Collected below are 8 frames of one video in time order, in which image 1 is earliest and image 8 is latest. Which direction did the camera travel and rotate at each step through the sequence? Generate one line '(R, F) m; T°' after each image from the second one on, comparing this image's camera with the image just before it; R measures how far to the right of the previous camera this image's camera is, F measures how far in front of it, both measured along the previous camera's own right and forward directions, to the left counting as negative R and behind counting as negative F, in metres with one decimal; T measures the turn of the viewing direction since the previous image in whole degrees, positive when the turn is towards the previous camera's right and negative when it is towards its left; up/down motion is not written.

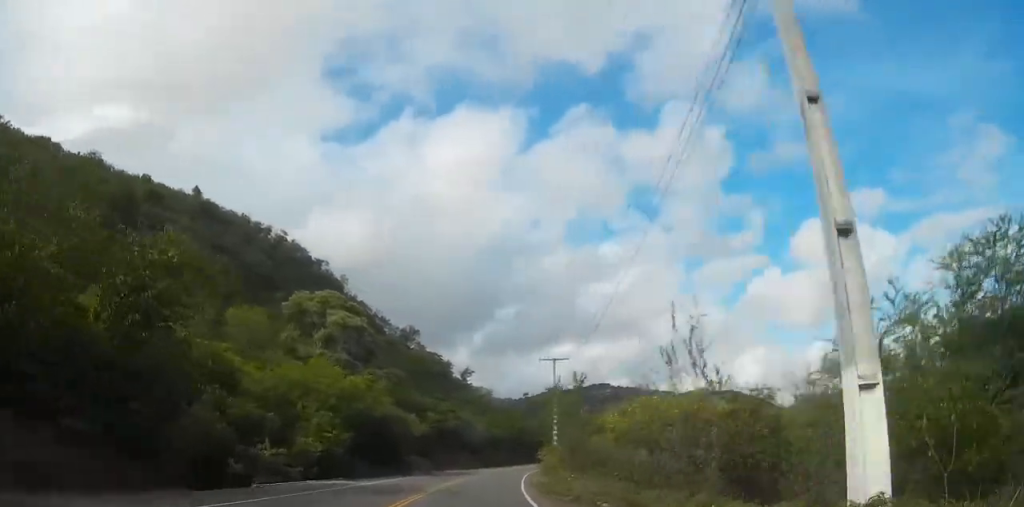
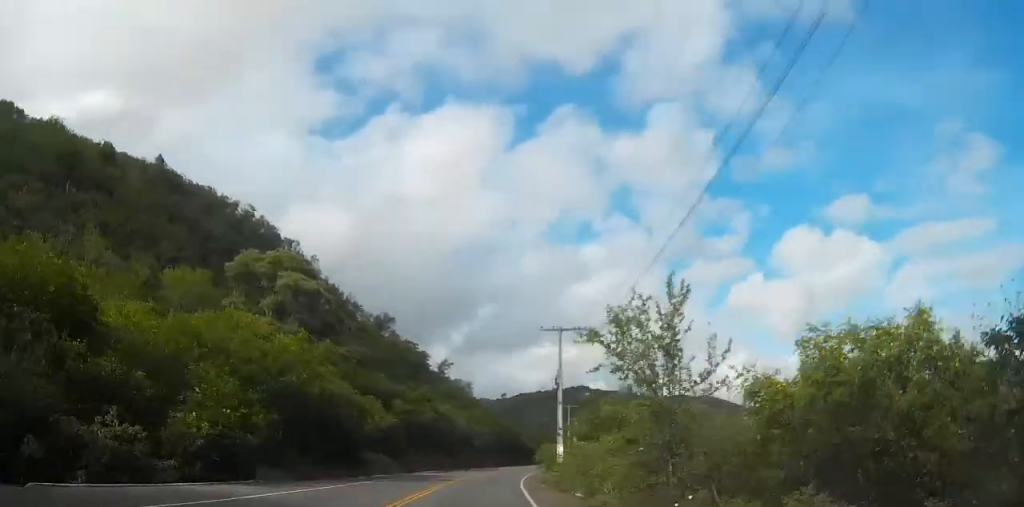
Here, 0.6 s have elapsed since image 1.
(0.0, +14.2) m; 0°
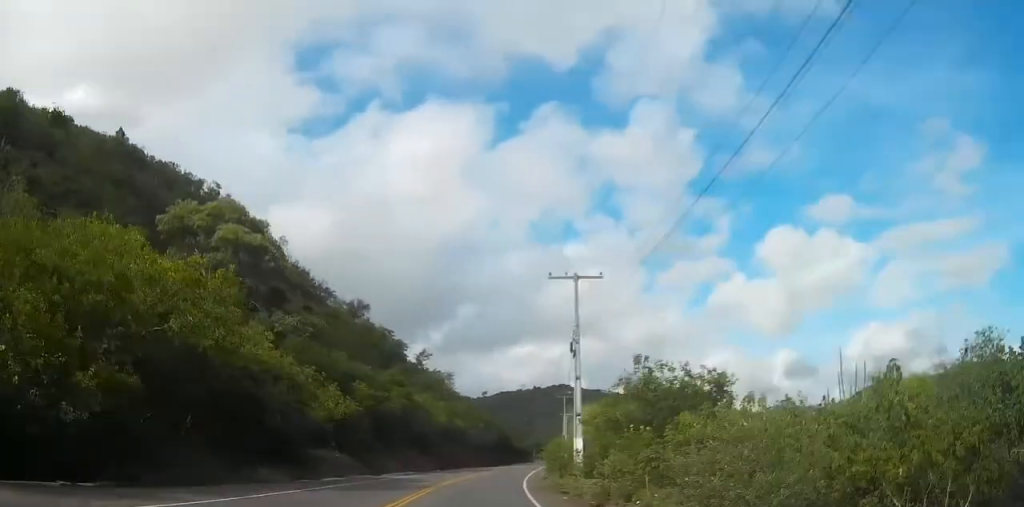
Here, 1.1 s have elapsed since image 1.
(0.0, +12.6) m; 0°
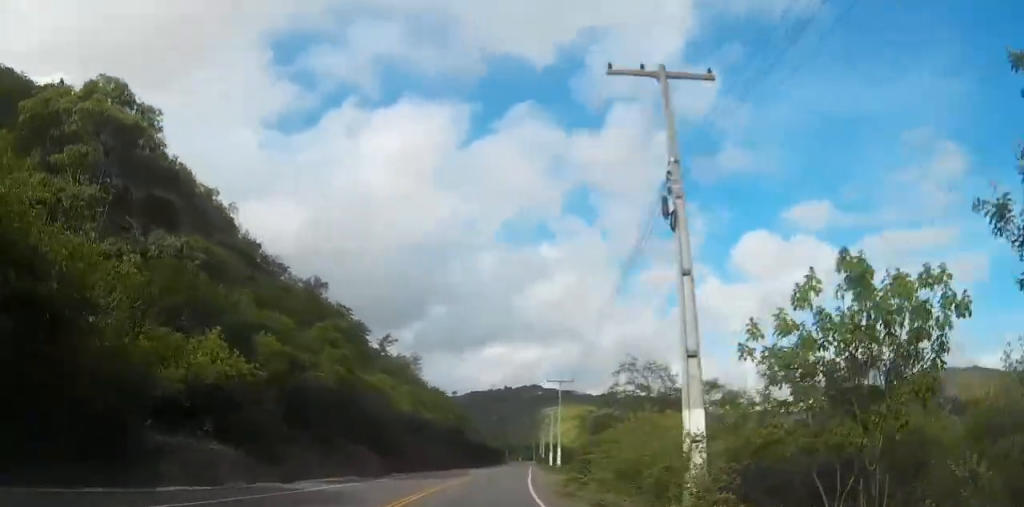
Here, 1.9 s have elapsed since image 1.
(0.0, +18.2) m; 0°
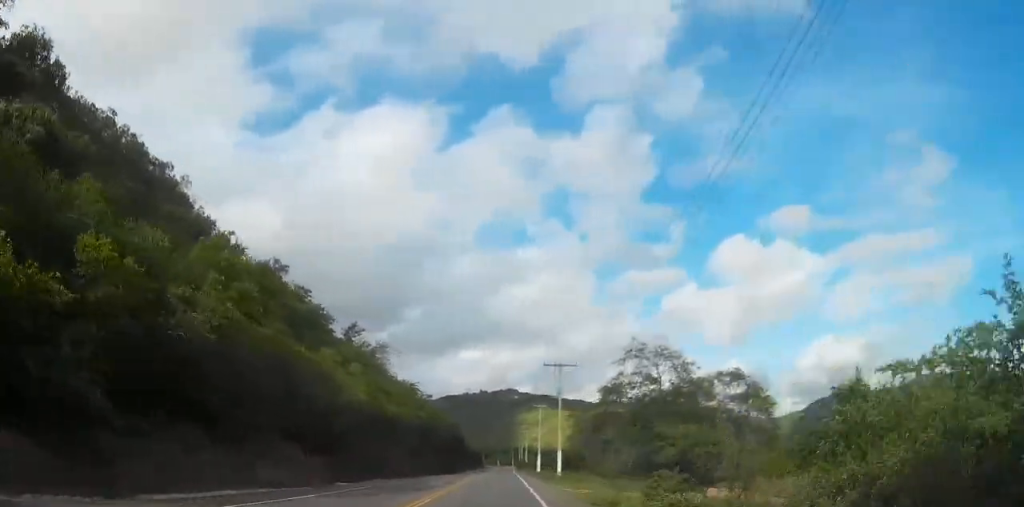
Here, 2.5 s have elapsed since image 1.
(0.0, +14.3) m; 0°
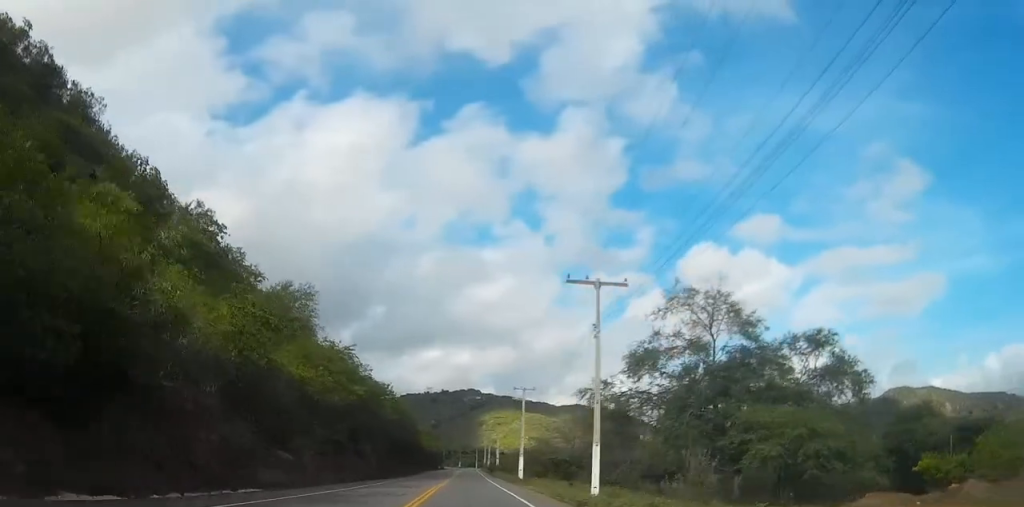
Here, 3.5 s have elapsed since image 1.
(0.0, +24.8) m; +2°
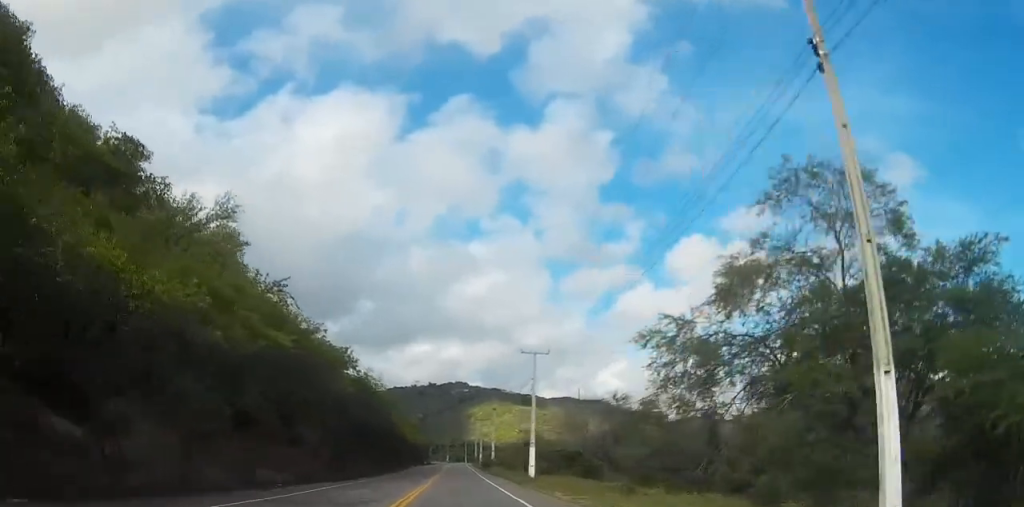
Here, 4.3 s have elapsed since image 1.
(+0.5, +19.3) m; +2°
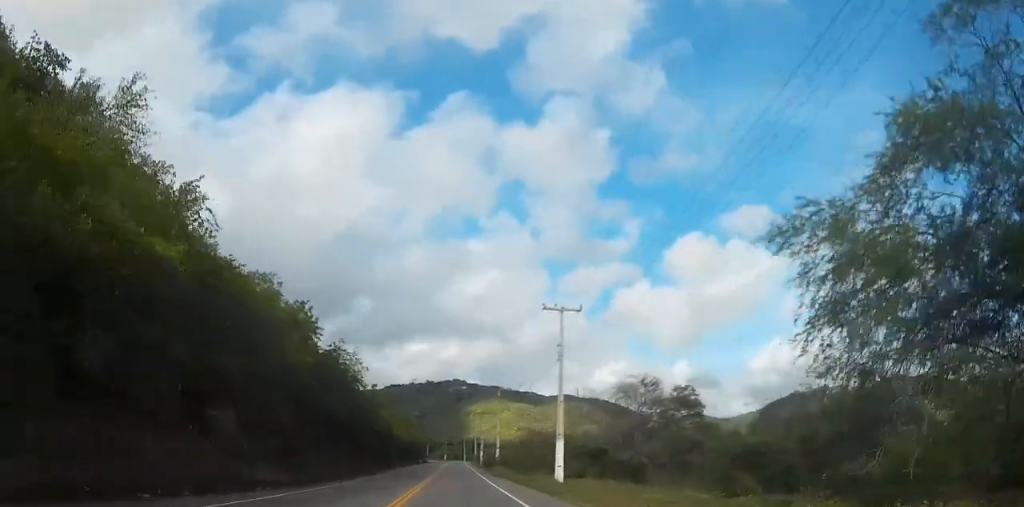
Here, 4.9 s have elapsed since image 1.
(+0.3, +13.8) m; +1°
